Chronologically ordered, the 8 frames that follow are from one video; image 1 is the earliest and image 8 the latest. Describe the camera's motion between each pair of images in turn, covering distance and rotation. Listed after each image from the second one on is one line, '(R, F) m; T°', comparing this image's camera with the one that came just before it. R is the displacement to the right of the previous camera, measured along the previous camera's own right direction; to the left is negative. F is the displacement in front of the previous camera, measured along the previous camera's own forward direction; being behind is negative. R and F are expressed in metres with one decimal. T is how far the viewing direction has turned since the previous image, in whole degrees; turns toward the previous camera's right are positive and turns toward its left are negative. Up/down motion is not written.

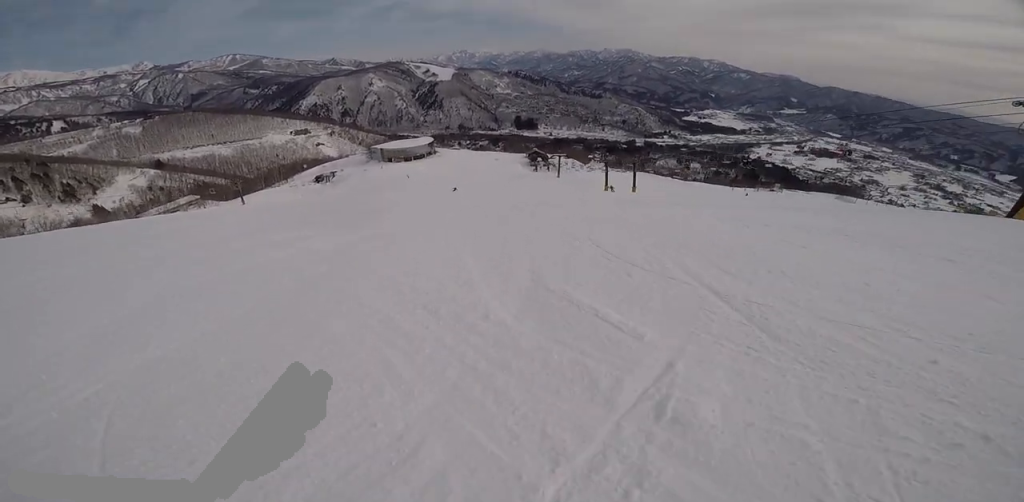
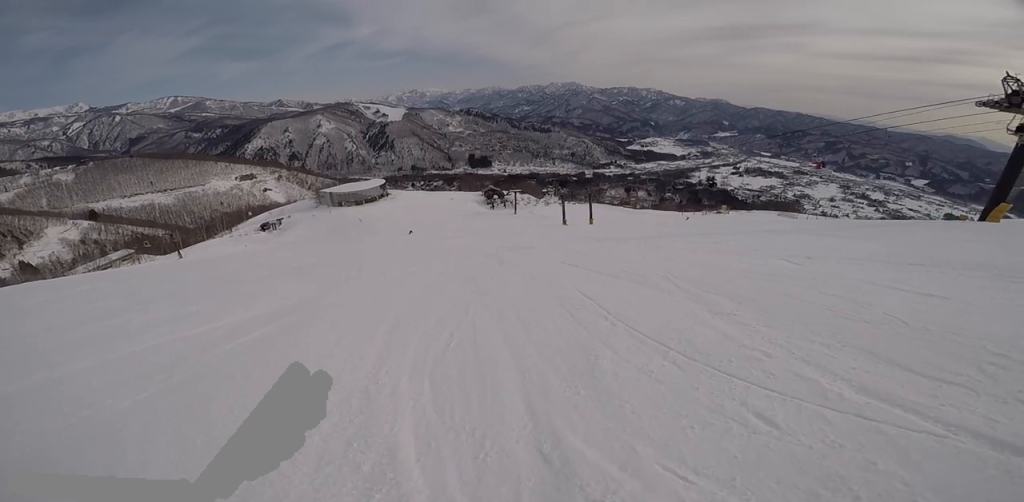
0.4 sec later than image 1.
(-0.3, +2.7) m; +12°
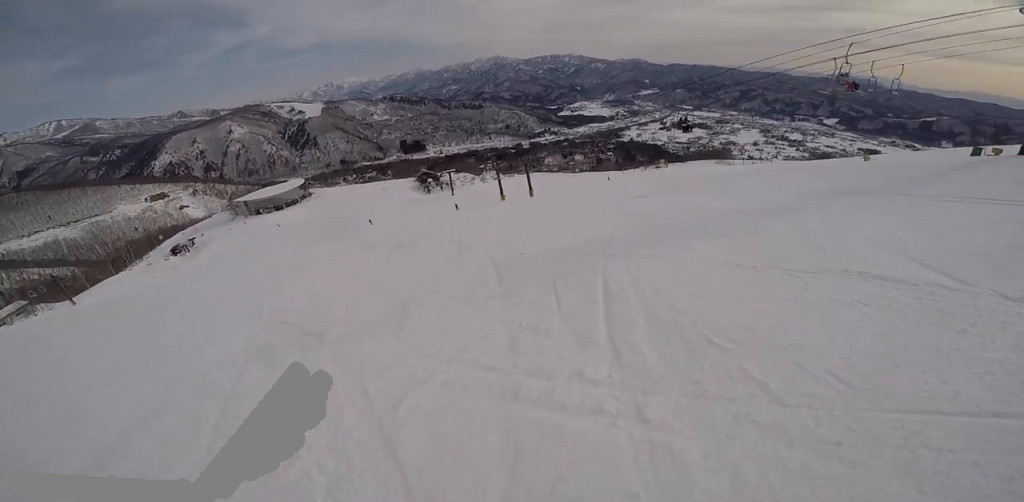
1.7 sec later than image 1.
(+2.7, +7.6) m; +13°
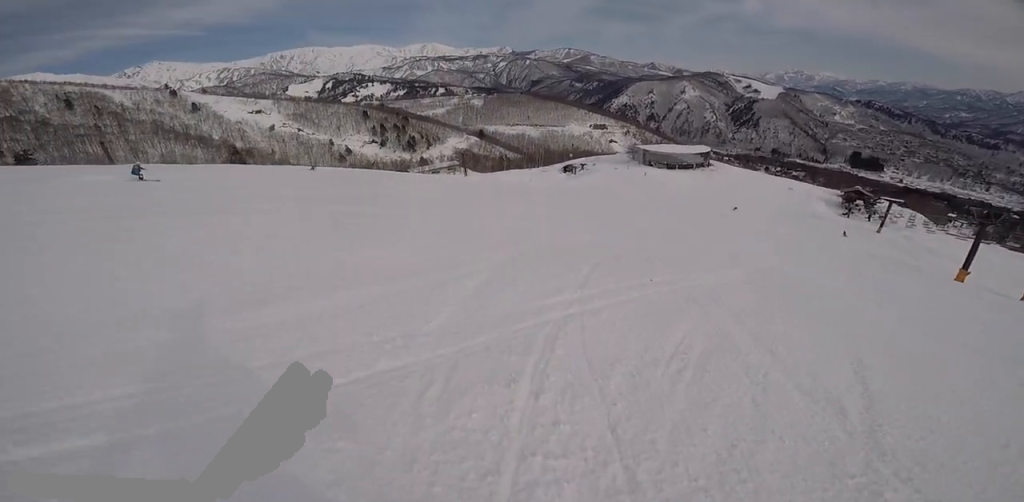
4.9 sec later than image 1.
(-8.8, +17.0) m; -74°
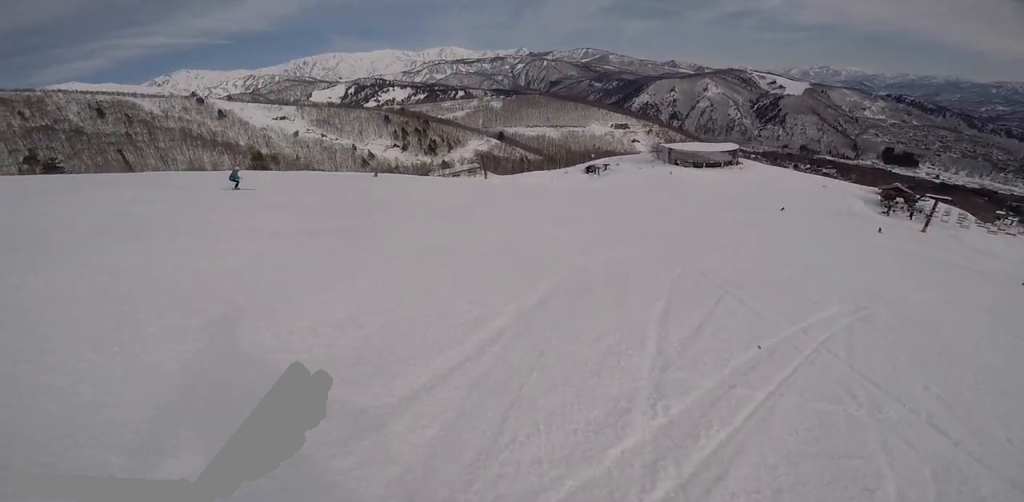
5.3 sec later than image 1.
(-0.9, +2.6) m; -6°
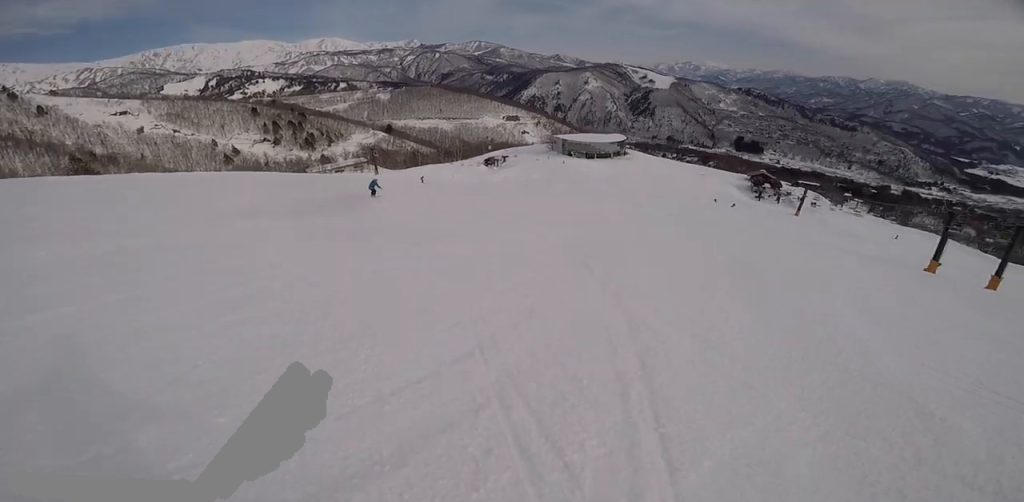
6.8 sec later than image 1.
(0.0, +9.5) m; +11°
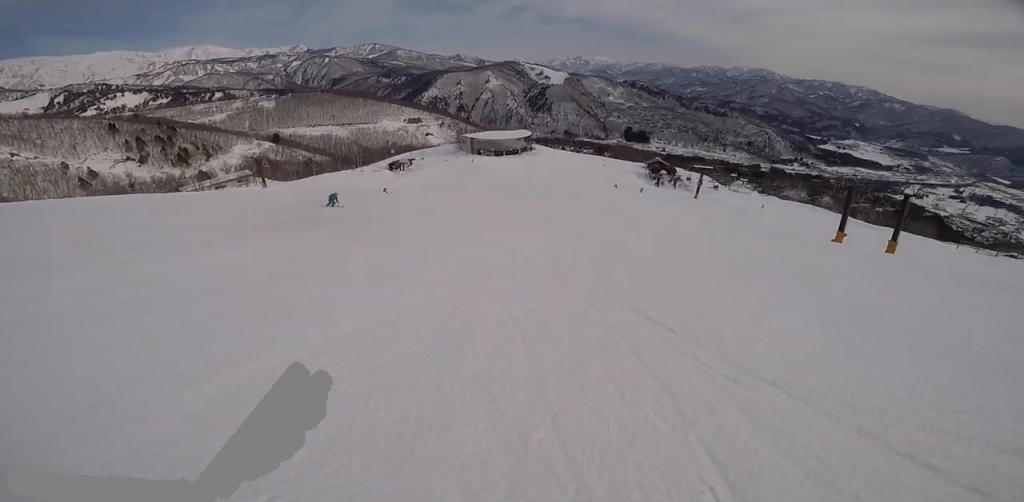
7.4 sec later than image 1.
(0.0, +3.9) m; +23°
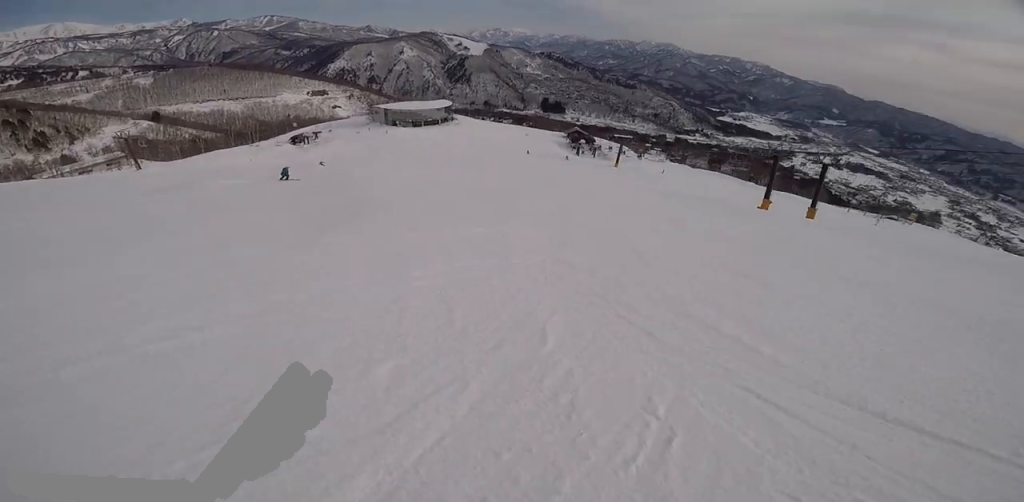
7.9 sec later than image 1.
(+0.2, +2.9) m; +17°
